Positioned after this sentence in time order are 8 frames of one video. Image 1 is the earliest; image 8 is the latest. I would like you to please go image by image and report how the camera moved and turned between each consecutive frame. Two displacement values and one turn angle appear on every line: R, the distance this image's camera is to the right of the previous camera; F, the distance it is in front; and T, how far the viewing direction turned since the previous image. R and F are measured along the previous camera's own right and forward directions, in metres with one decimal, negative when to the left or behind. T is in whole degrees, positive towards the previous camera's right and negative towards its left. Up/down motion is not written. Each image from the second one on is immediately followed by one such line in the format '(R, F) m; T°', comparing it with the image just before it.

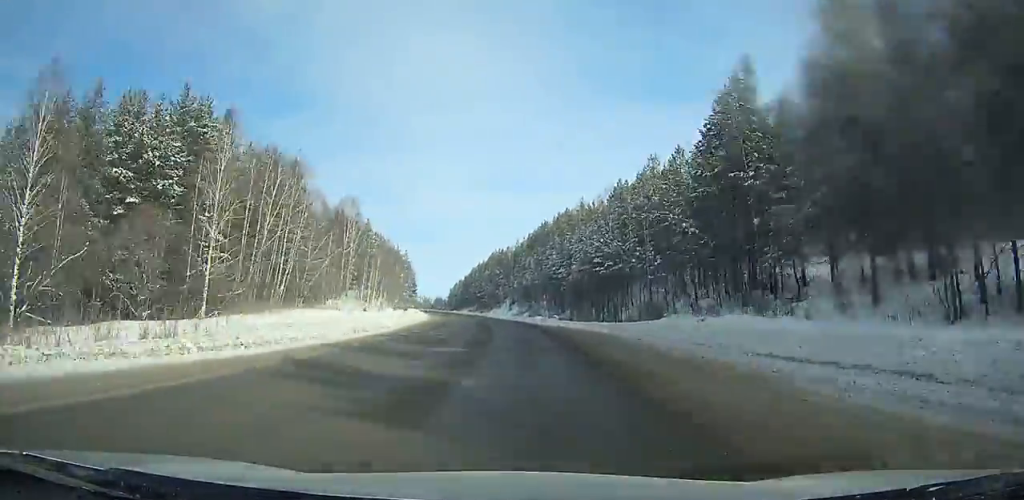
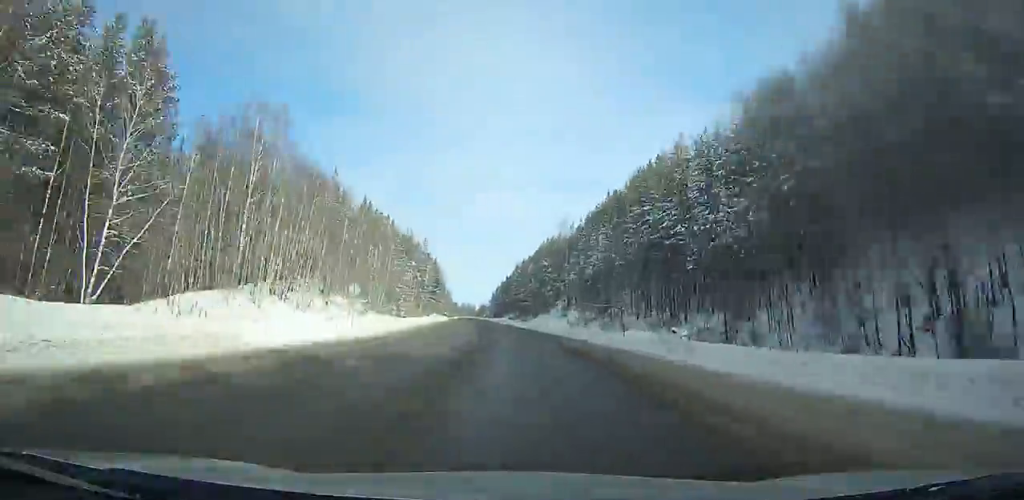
(-0.5, +48.0) m; -4°
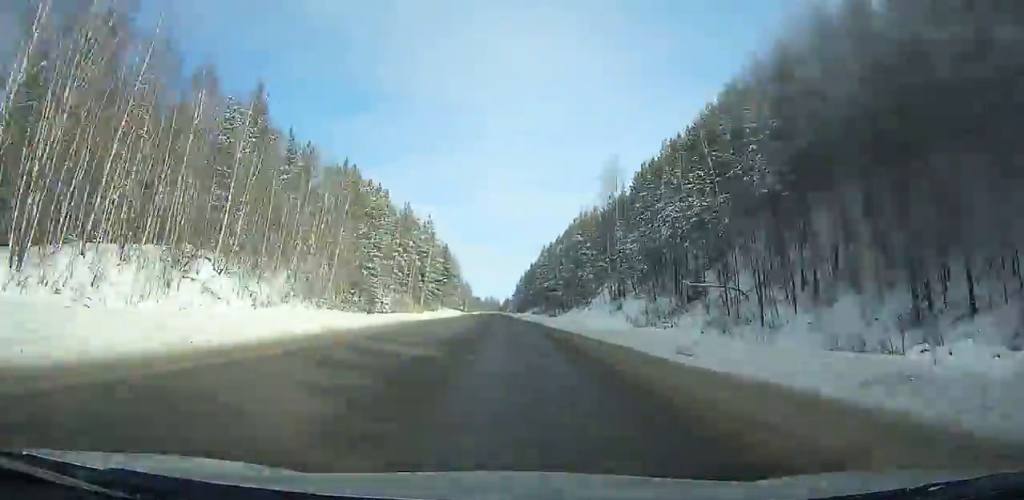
(-1.4, +29.8) m; -2°
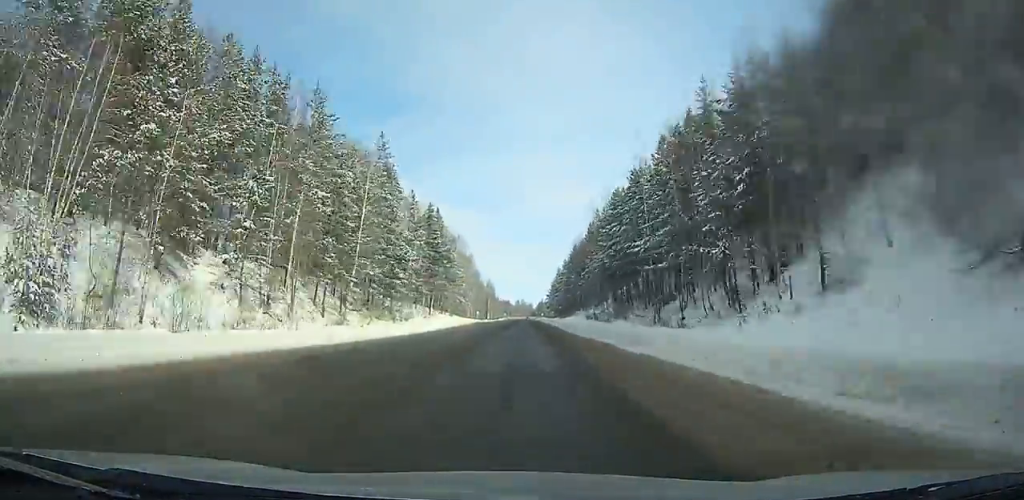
(-2.5, +61.9) m; -3°
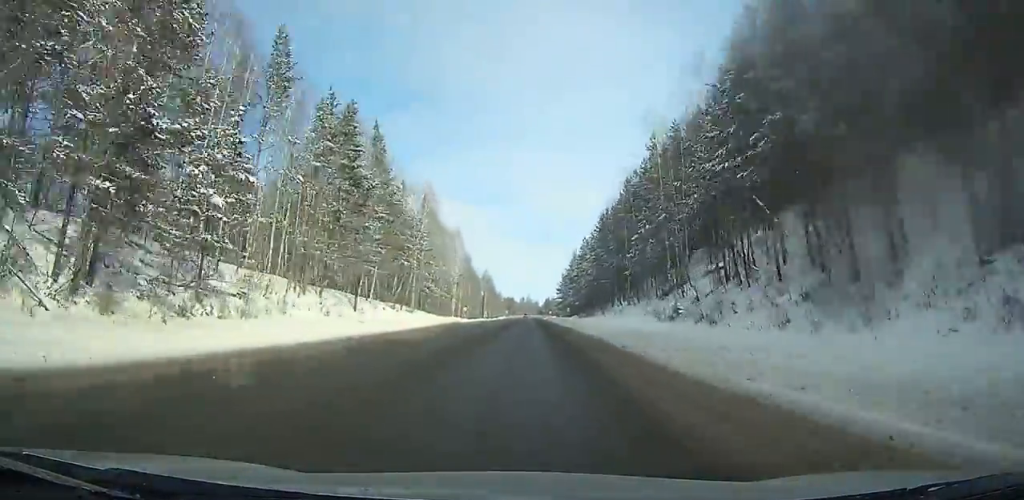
(-0.7, +41.3) m; -1°
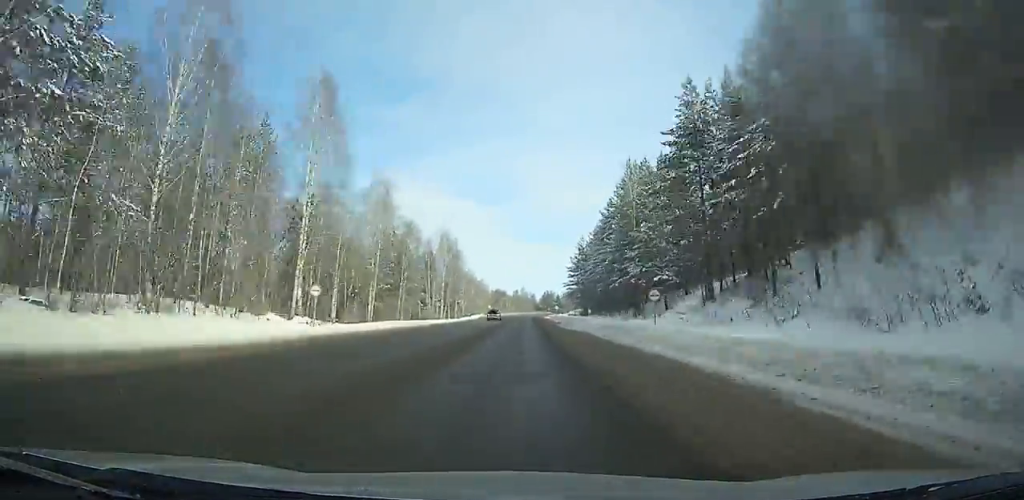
(+0.1, +77.9) m; 0°
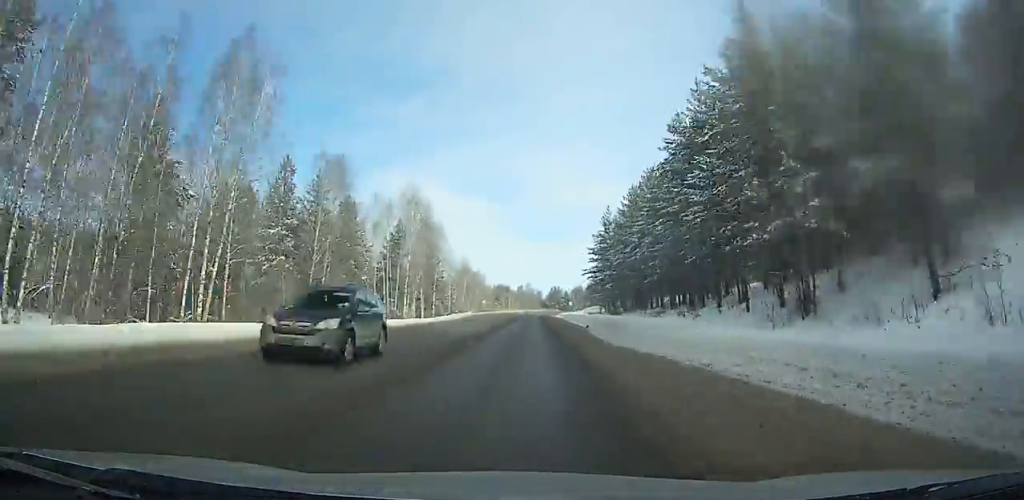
(0.0, +31.8) m; 0°
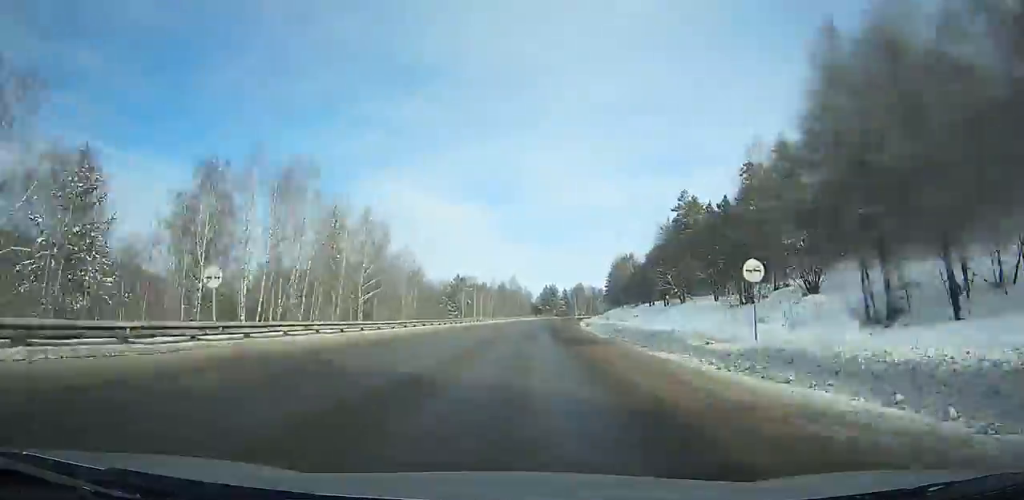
(+0.1, +97.2) m; +1°
